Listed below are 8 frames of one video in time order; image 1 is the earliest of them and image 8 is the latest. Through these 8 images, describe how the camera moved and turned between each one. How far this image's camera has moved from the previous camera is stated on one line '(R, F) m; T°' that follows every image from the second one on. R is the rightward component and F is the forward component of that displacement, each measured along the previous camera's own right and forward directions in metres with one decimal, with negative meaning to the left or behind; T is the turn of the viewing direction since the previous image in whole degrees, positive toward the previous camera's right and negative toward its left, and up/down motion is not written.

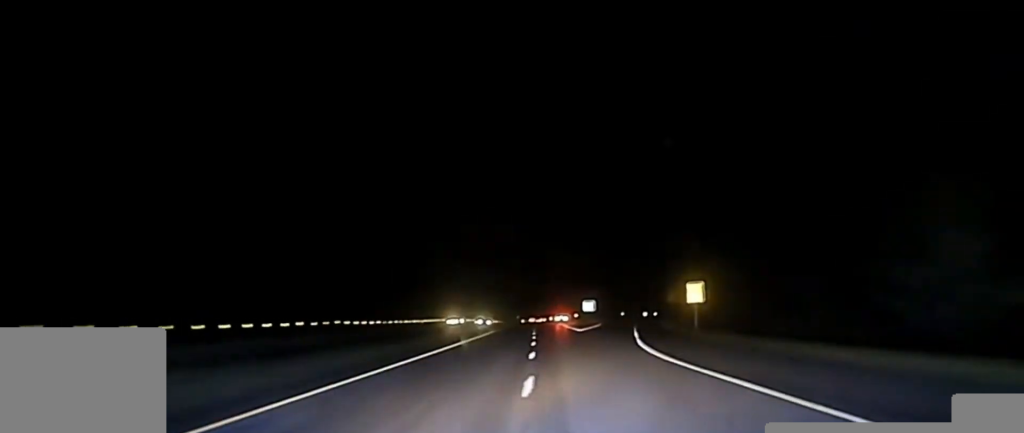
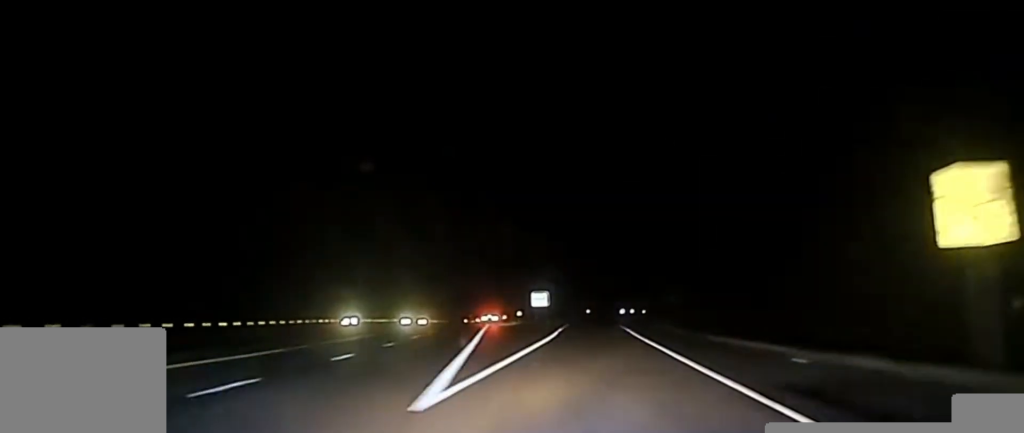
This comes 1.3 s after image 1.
(+1.7, +62.1) m; +2°
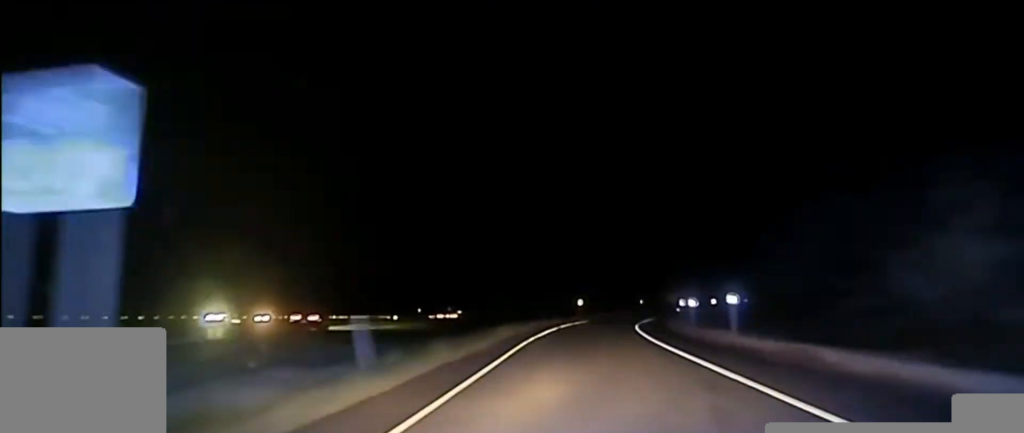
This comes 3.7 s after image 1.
(+1.1, +99.1) m; +3°
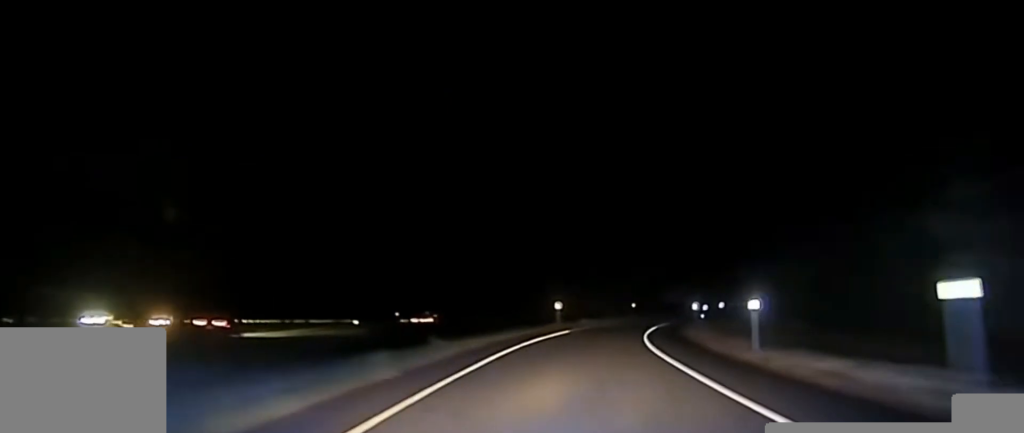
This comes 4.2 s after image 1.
(+0.2, +18.7) m; +1°
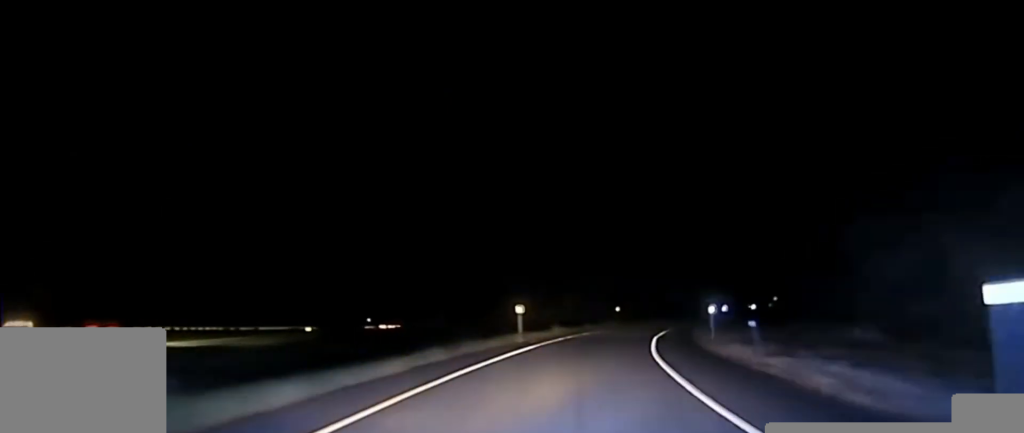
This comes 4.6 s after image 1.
(+0.1, +17.9) m; +2°
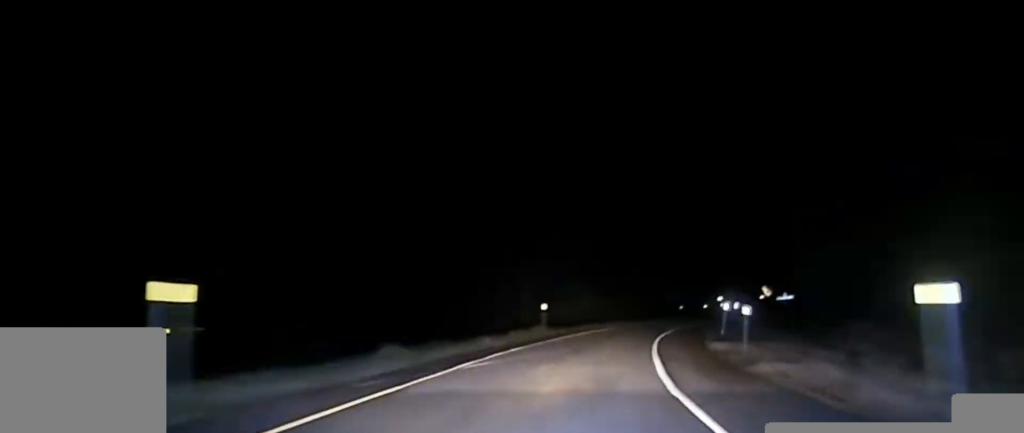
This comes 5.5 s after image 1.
(+0.2, +33.8) m; +4°
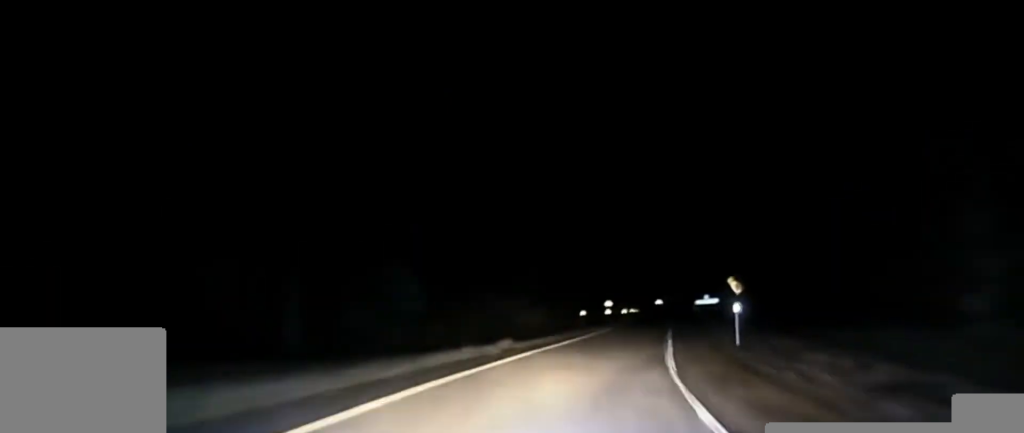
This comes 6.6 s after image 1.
(+3.7, +42.2) m; +9°
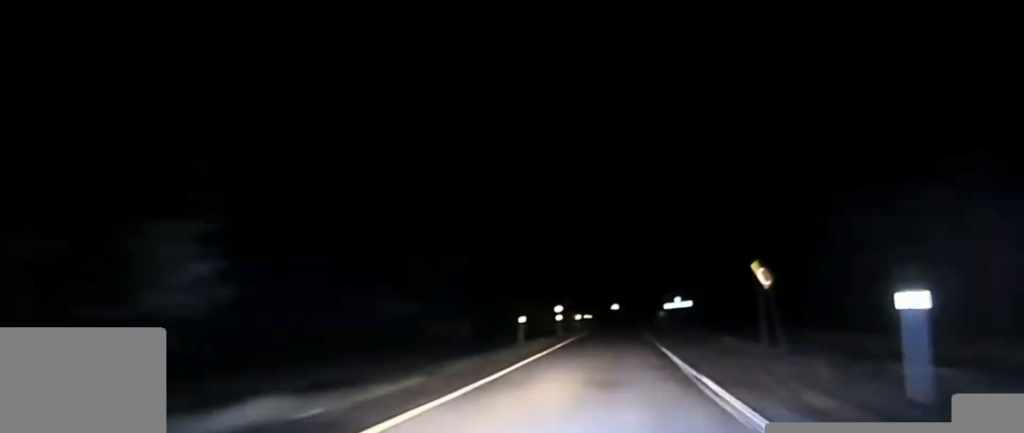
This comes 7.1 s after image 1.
(+1.1, +21.4) m; +3°
